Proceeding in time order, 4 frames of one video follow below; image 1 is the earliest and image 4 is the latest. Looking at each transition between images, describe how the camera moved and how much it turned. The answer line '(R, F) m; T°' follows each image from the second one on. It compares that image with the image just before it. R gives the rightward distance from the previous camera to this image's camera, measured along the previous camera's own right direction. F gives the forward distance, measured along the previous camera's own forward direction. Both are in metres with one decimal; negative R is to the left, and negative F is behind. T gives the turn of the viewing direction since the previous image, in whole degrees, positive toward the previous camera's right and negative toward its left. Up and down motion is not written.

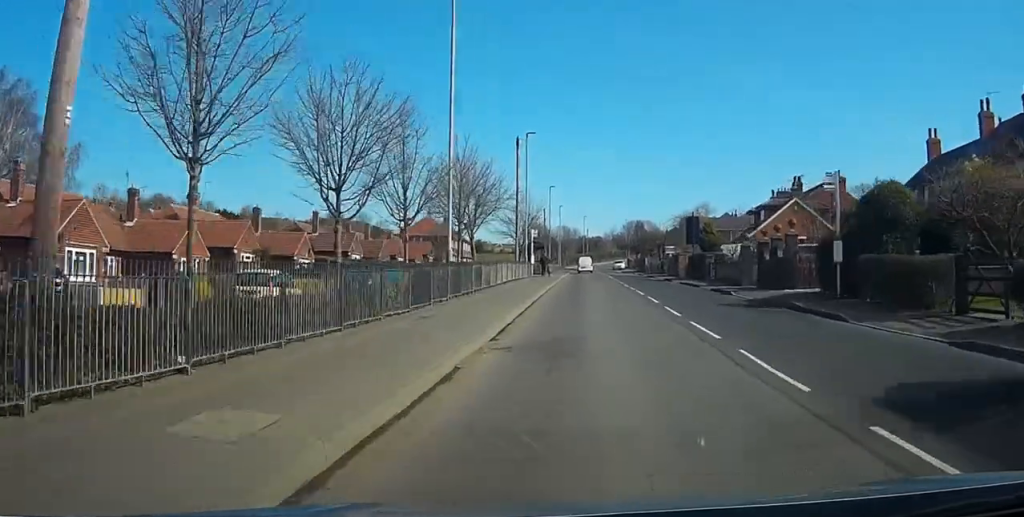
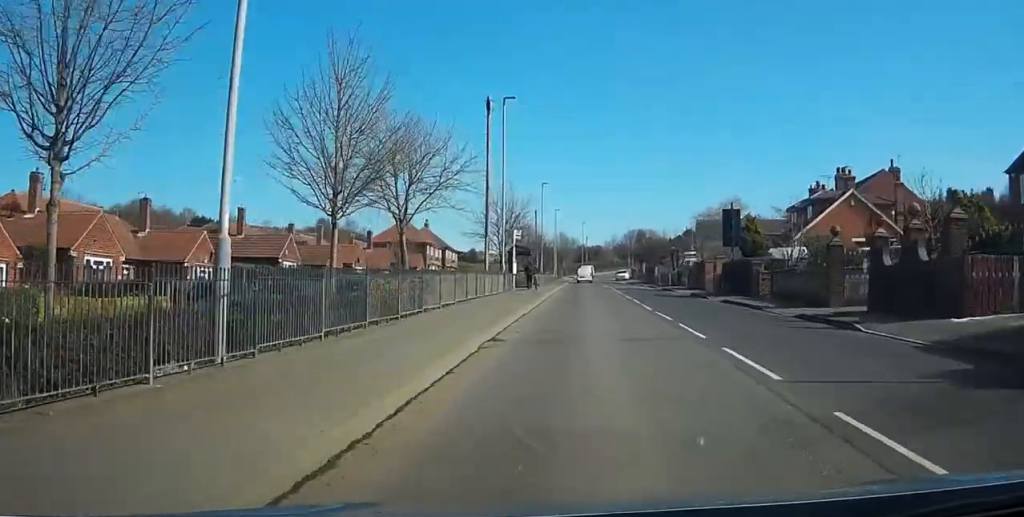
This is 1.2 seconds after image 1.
(-0.1, +16.7) m; 0°
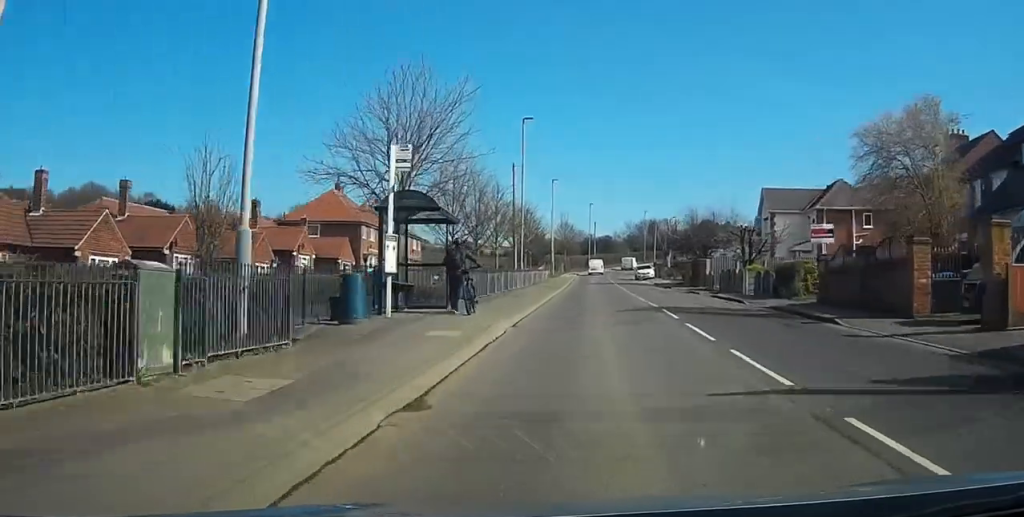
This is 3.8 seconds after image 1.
(-0.1, +35.6) m; -1°
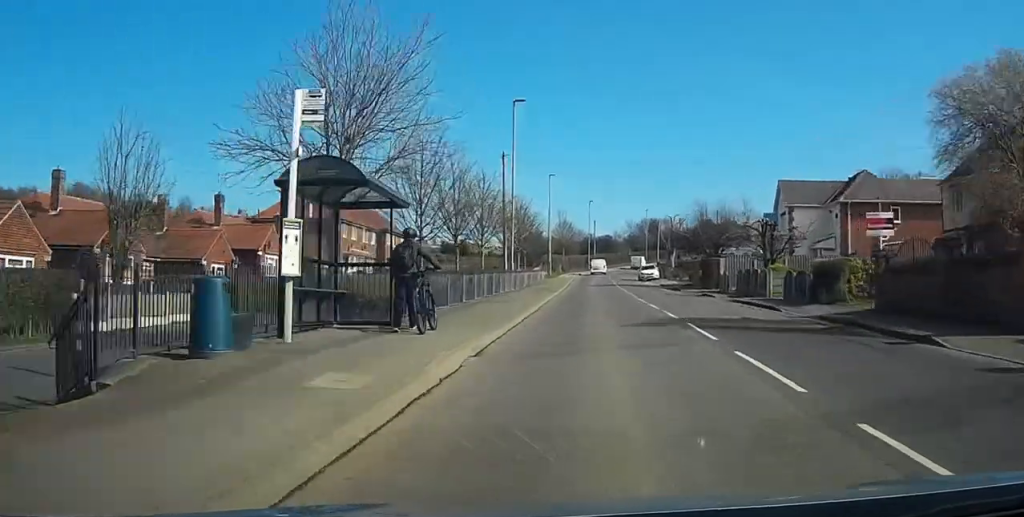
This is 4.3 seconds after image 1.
(-0.1, +6.2) m; 0°
